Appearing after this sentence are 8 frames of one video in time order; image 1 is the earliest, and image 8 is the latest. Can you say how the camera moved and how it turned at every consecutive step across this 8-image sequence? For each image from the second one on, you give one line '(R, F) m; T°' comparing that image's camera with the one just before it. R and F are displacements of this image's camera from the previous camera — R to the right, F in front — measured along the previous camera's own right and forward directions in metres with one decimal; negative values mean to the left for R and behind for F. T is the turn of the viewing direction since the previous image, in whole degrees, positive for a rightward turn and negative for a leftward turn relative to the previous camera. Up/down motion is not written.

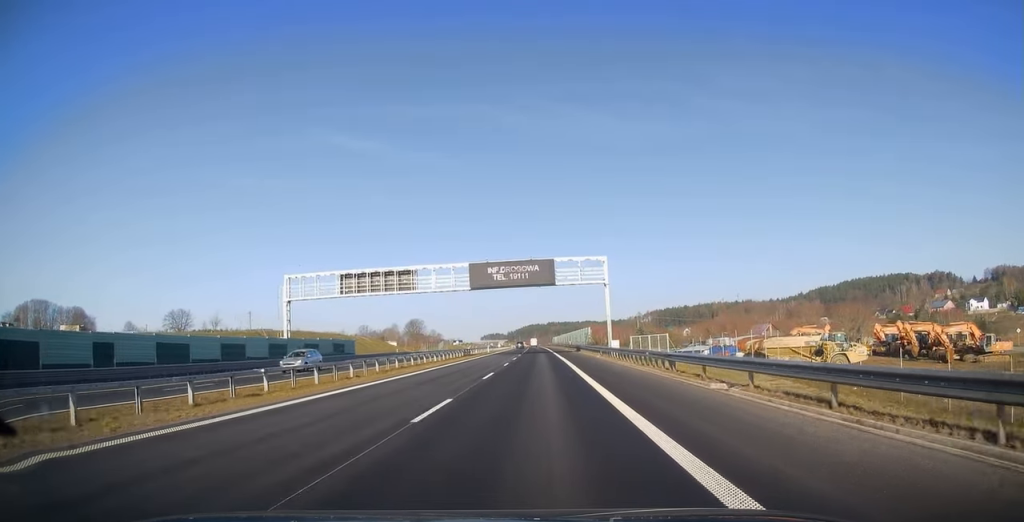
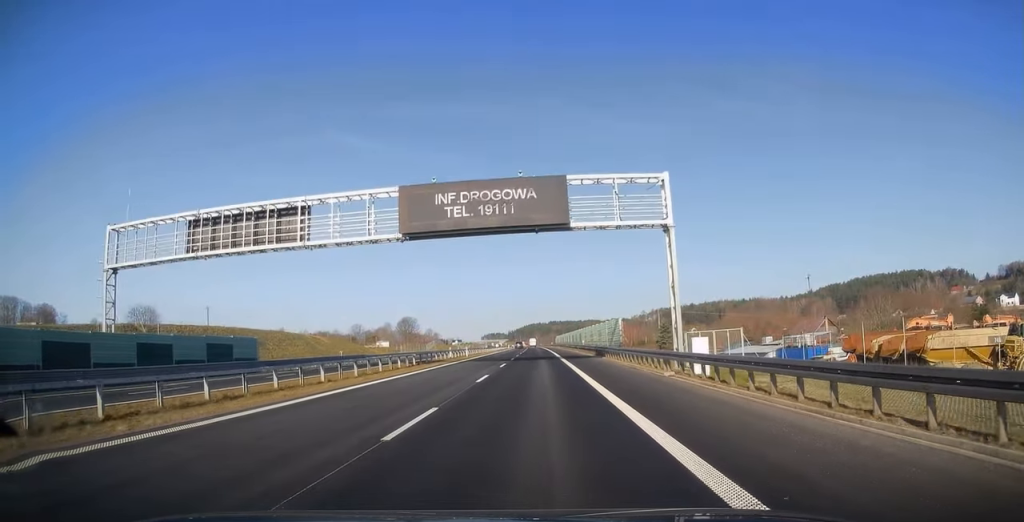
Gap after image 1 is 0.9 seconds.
(-0.2, +26.0) m; 0°
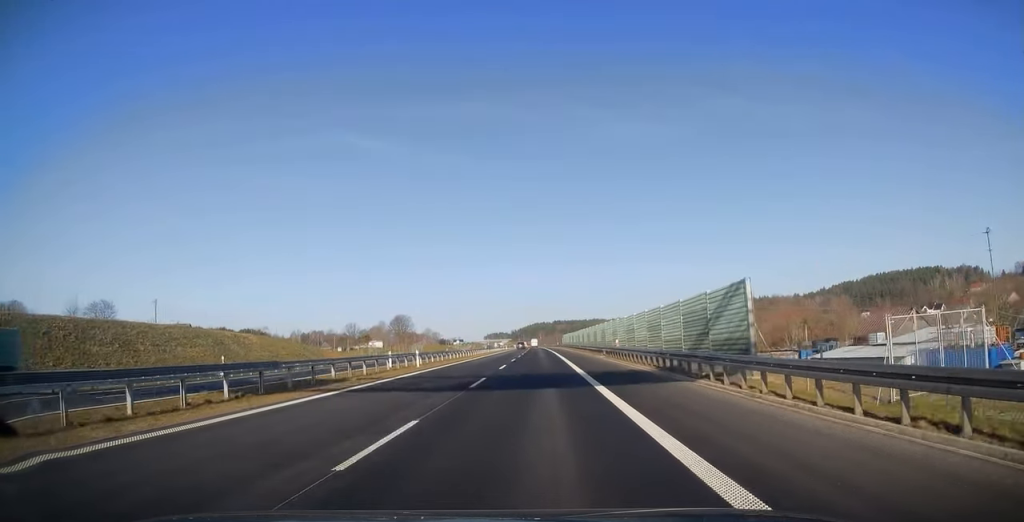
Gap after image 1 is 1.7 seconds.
(+0.3, +26.0) m; 0°
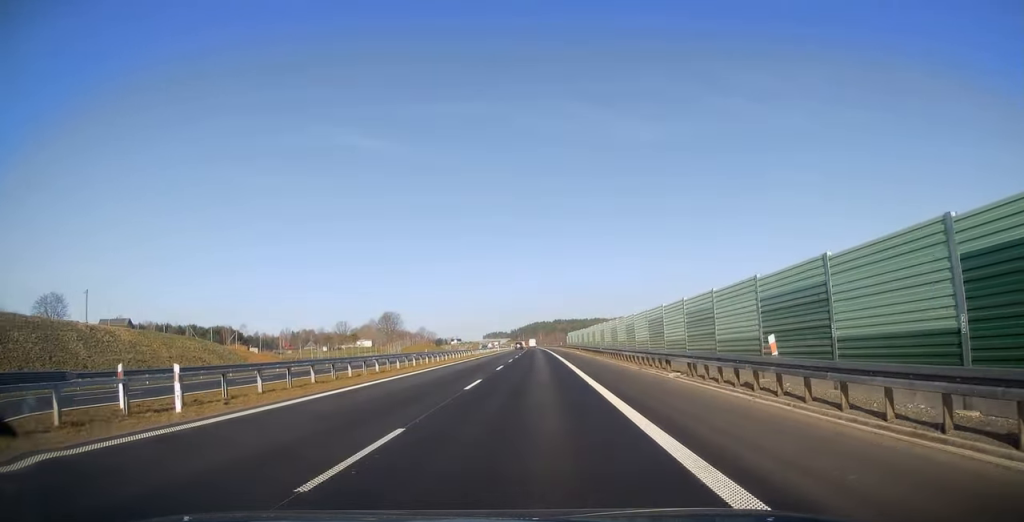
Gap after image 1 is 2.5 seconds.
(-0.4, +25.0) m; -1°
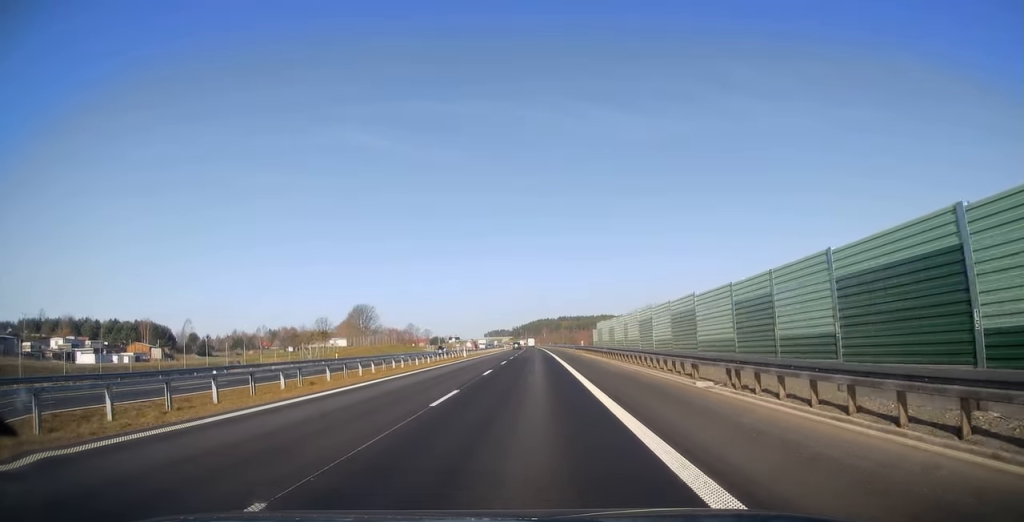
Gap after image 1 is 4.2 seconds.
(-0.6, +52.5) m; -1°
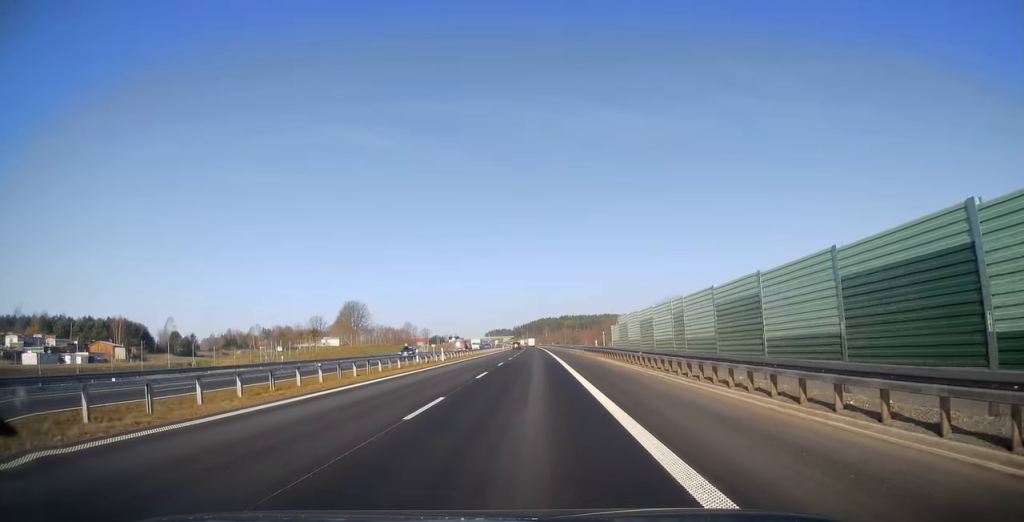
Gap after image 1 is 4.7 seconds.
(-0.1, +14.3) m; 0°
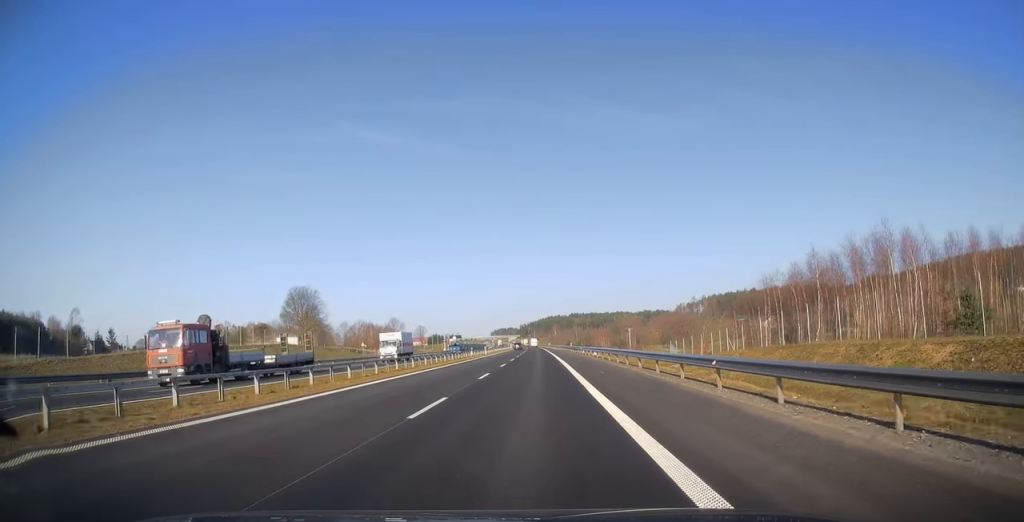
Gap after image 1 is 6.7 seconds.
(0.0, +59.6) m; 0°
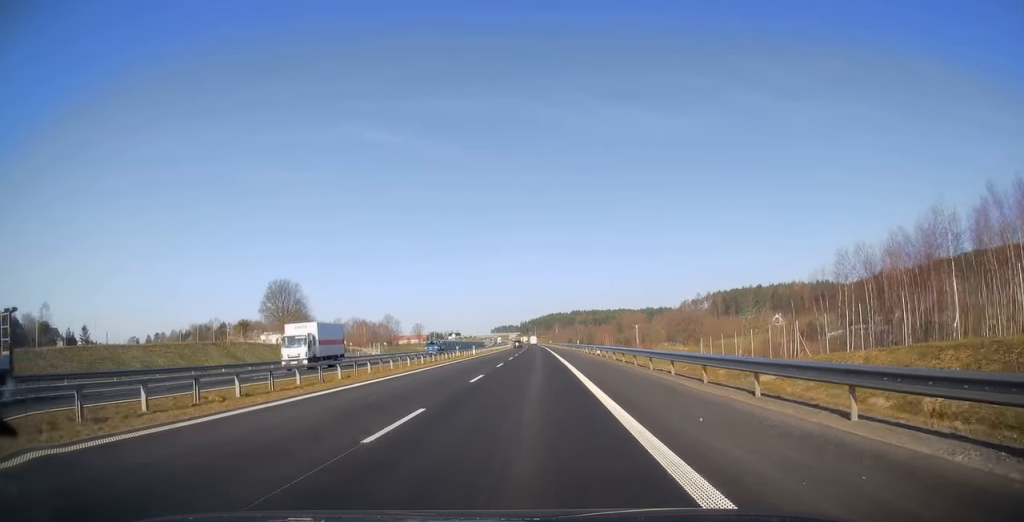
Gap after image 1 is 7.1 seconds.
(+0.2, +14.8) m; 0°
